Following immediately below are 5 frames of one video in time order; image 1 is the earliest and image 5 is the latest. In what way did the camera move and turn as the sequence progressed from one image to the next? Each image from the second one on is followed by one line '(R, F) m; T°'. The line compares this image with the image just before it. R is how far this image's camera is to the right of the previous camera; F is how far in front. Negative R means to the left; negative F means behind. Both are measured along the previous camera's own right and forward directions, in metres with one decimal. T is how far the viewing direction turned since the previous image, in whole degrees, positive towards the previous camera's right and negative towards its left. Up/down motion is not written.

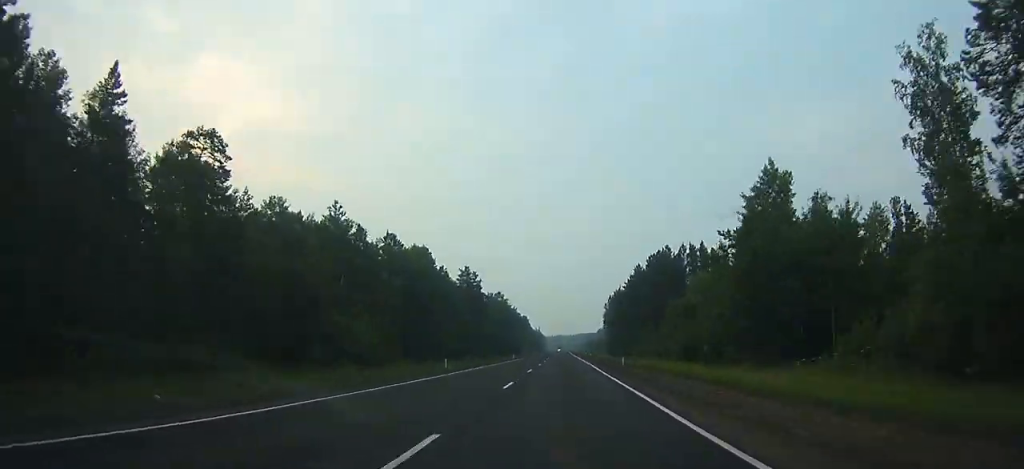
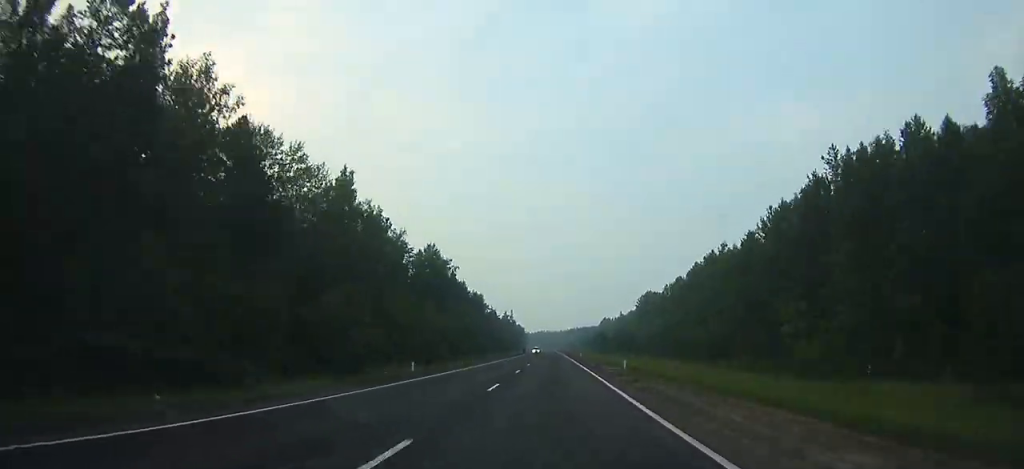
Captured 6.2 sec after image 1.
(+4.9, +200.3) m; +1°
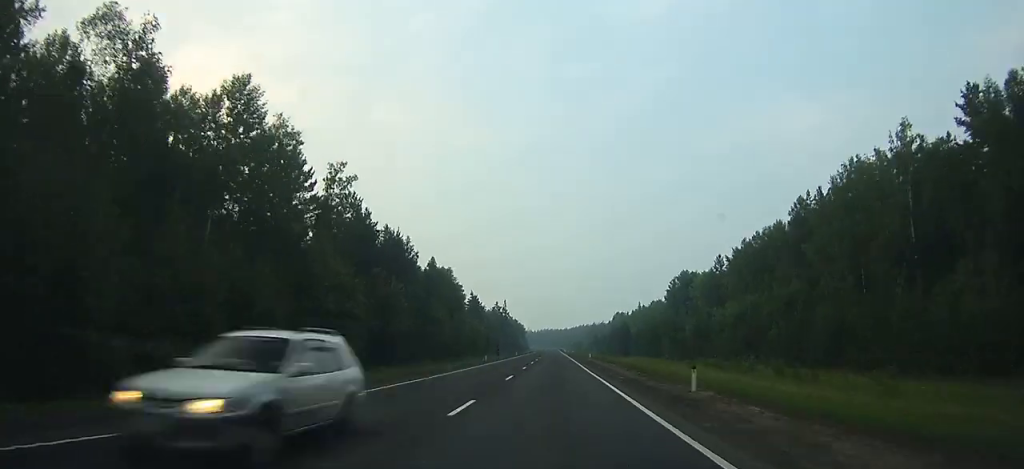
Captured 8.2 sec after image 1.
(-0.1, +63.5) m; 0°
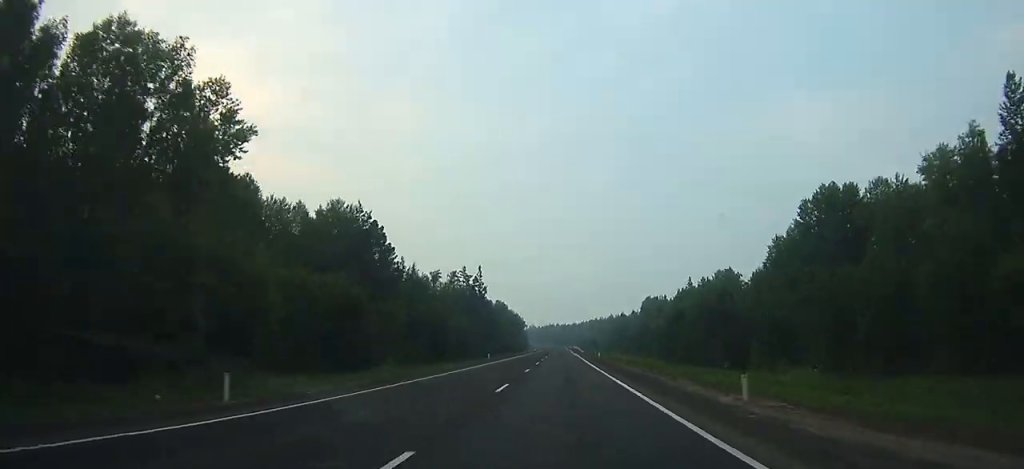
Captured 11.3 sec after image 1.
(-0.4, +103.2) m; 0°
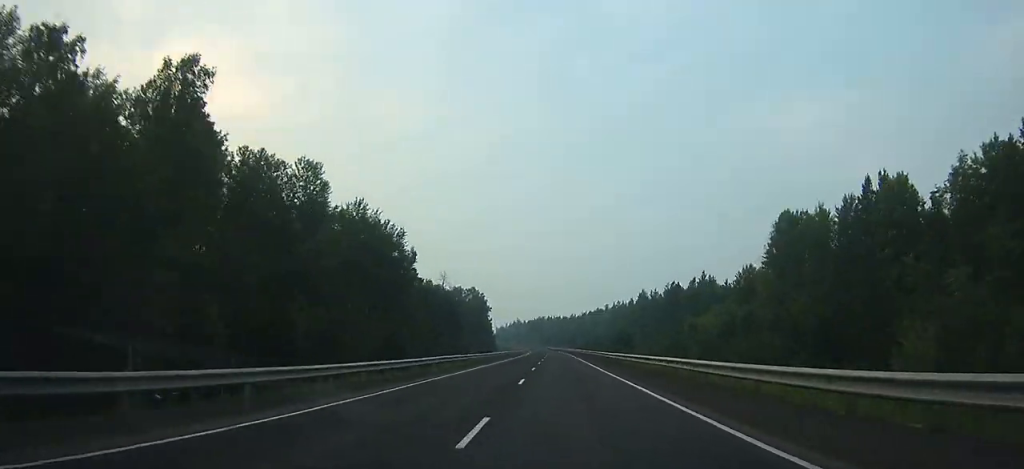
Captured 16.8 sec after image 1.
(+0.3, +181.5) m; 0°
